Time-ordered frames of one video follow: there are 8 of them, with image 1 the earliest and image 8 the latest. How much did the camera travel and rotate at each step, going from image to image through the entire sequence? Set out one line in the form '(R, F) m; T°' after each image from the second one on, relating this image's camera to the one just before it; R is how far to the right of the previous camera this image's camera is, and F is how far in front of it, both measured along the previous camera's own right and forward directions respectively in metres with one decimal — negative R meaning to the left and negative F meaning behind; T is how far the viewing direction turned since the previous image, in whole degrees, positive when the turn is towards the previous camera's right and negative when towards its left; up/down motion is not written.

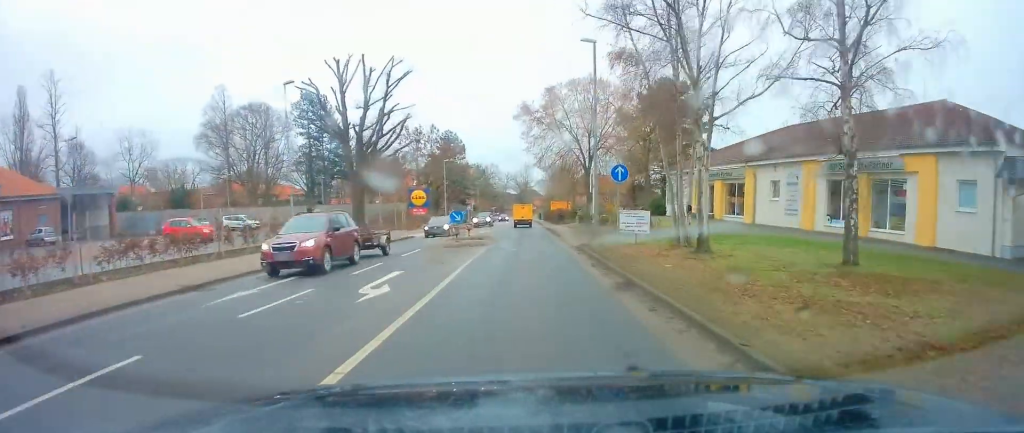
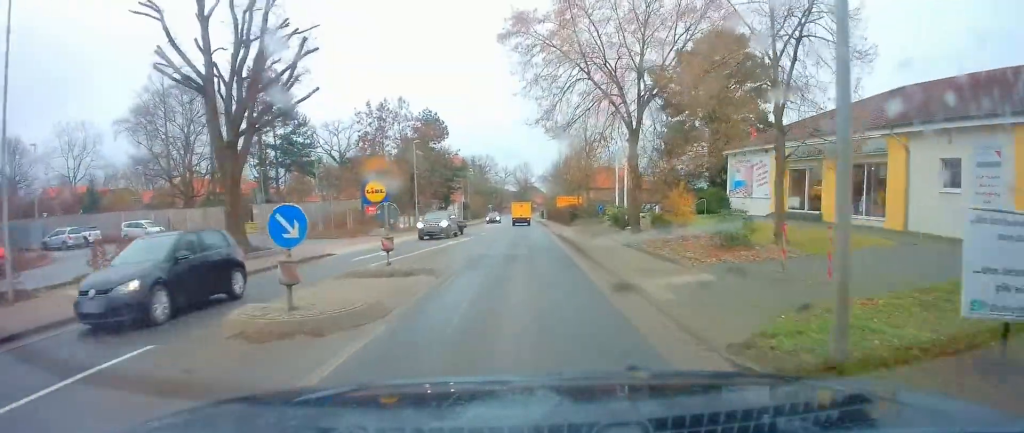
(0.0, +17.0) m; -1°
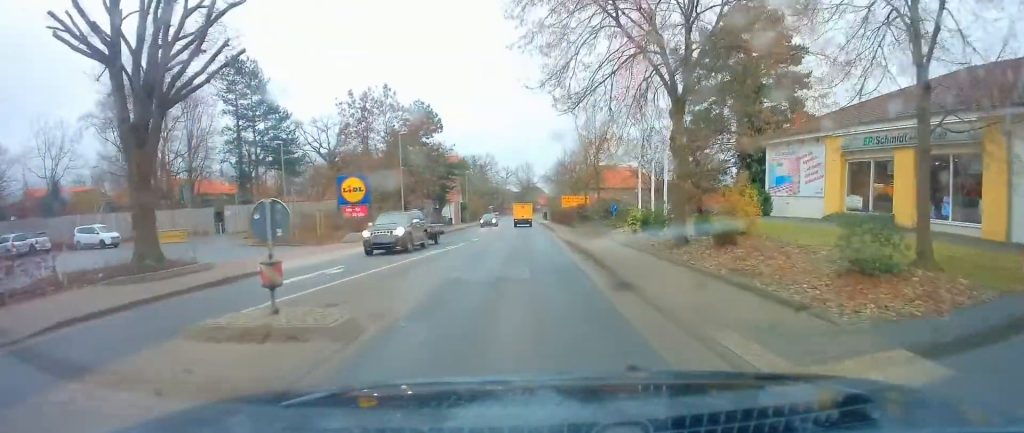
(-0.1, +6.2) m; -1°
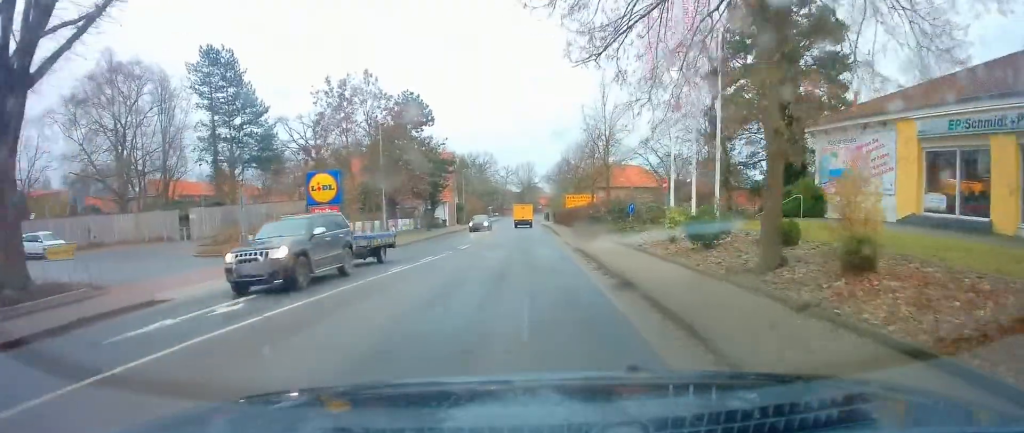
(0.0, +5.9) m; -1°
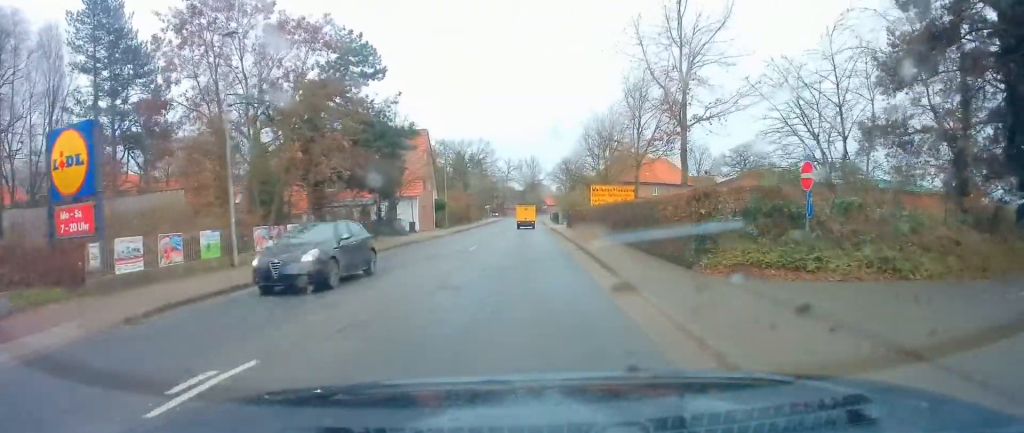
(-0.4, +20.4) m; -1°
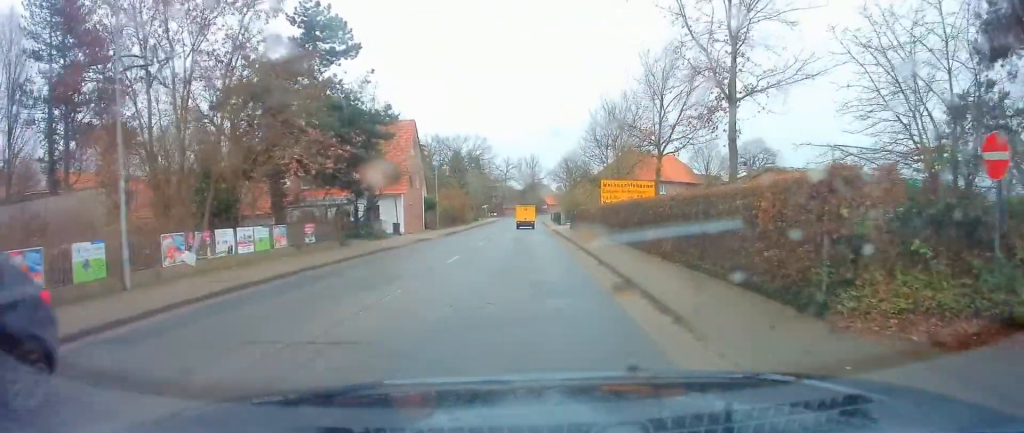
(+0.1, +5.6) m; +1°
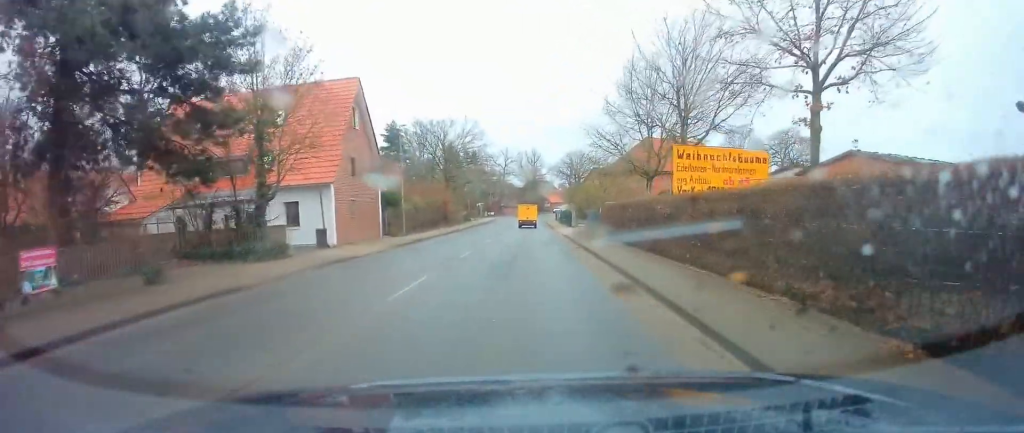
(+0.2, +15.6) m; +1°
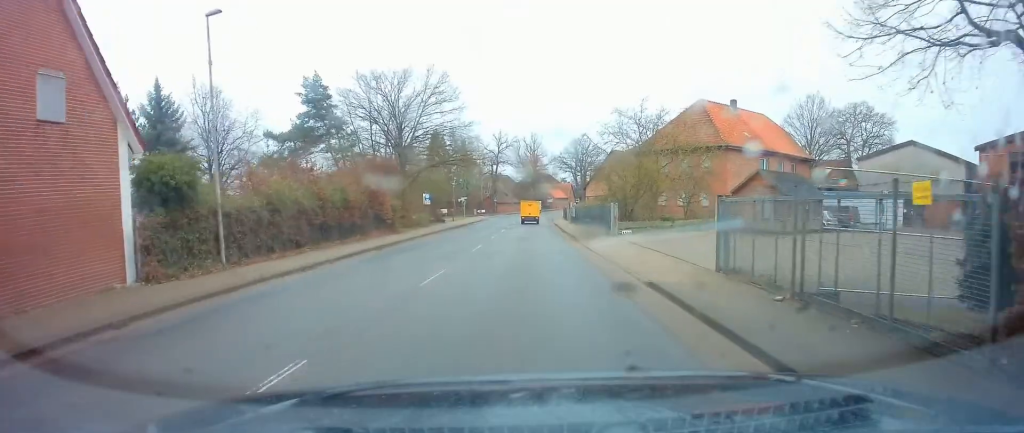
(0.0, +25.0) m; 0°
